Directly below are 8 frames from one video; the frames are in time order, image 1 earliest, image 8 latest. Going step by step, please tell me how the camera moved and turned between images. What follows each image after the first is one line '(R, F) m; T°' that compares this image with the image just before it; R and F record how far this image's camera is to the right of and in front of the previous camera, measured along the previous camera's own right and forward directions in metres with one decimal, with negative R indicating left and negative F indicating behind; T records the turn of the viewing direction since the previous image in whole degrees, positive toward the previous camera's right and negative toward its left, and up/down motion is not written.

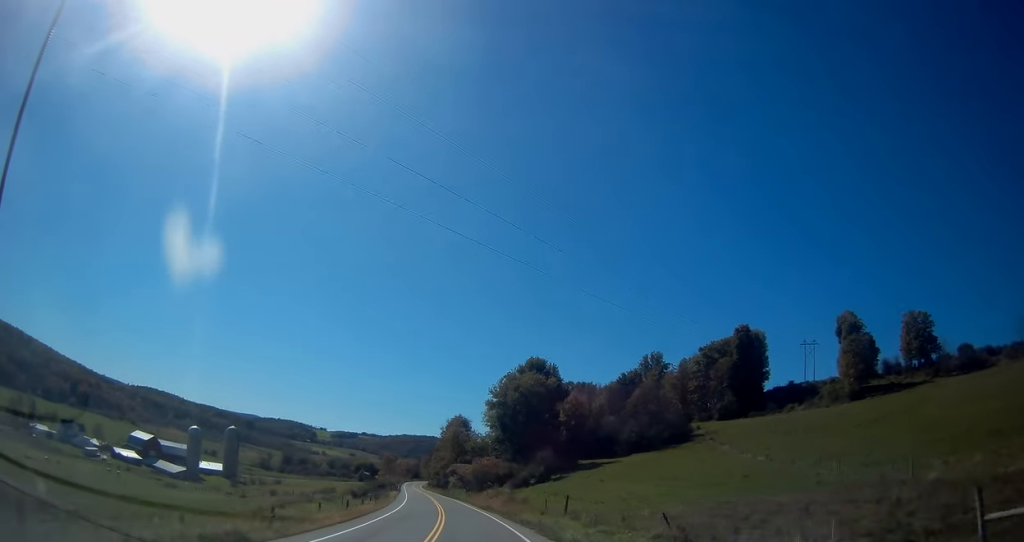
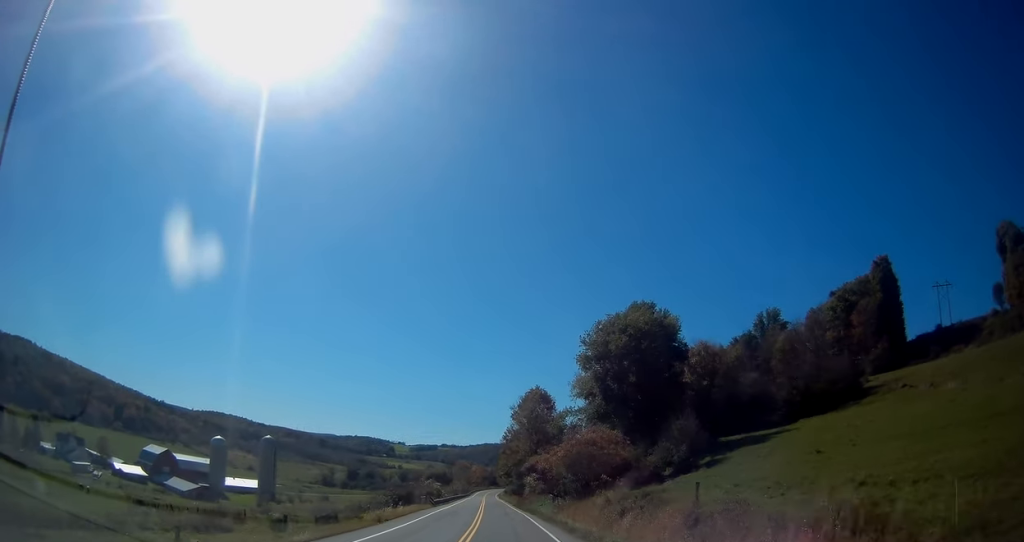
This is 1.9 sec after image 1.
(-2.9, +43.8) m; -8°
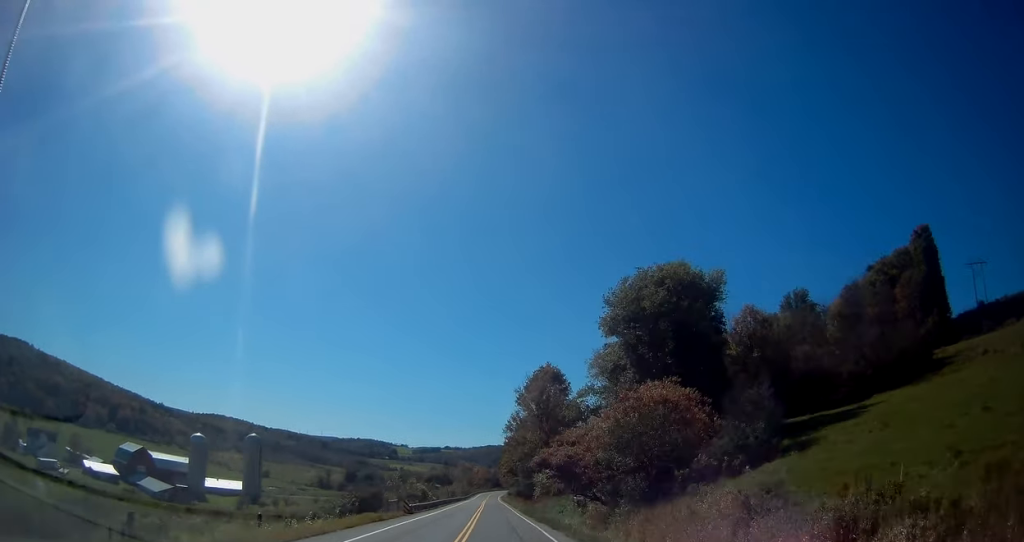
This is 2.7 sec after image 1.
(0.0, +17.8) m; -2°
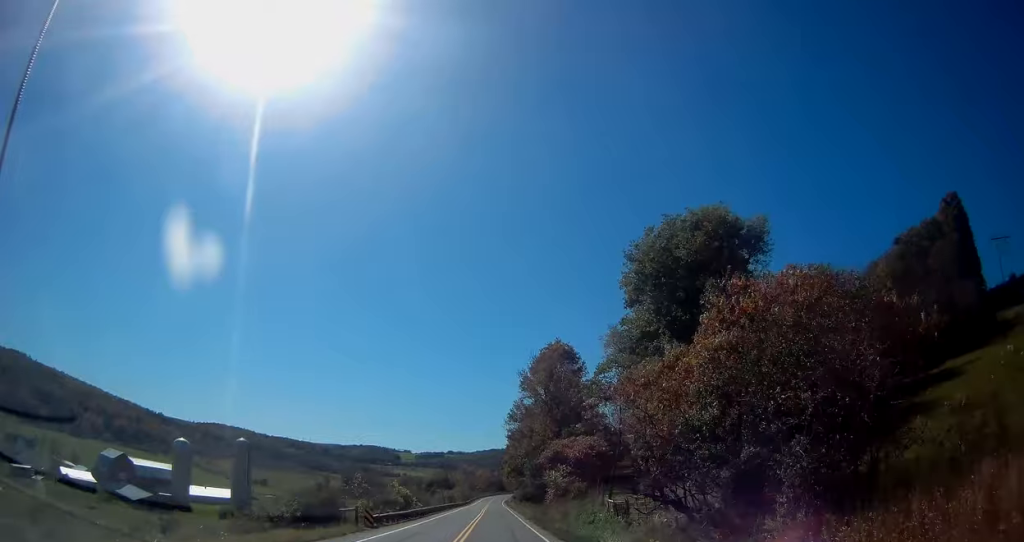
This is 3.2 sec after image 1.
(-0.5, +13.2) m; -2°
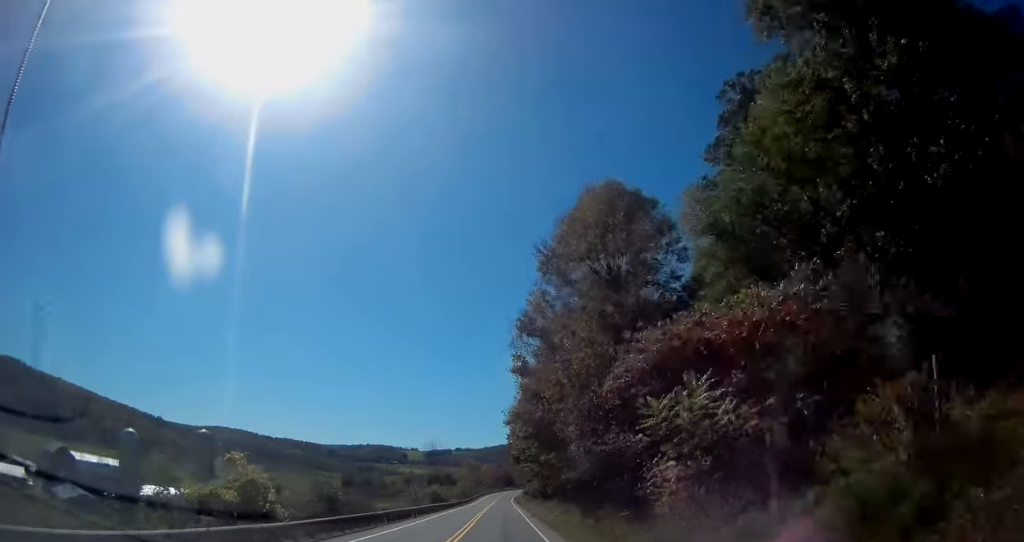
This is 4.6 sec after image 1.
(-0.8, +32.6) m; -1°
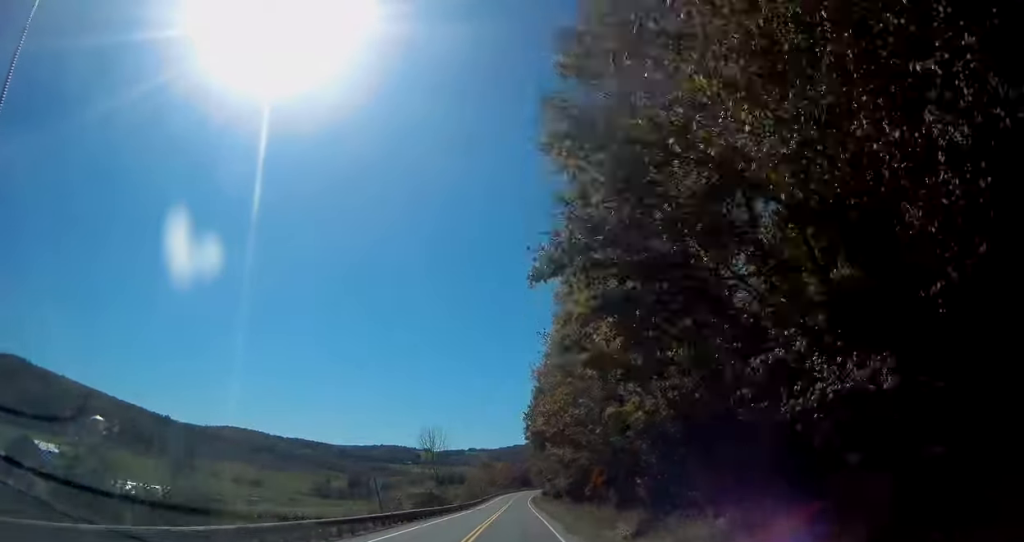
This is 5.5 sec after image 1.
(+0.1, +20.5) m; 0°
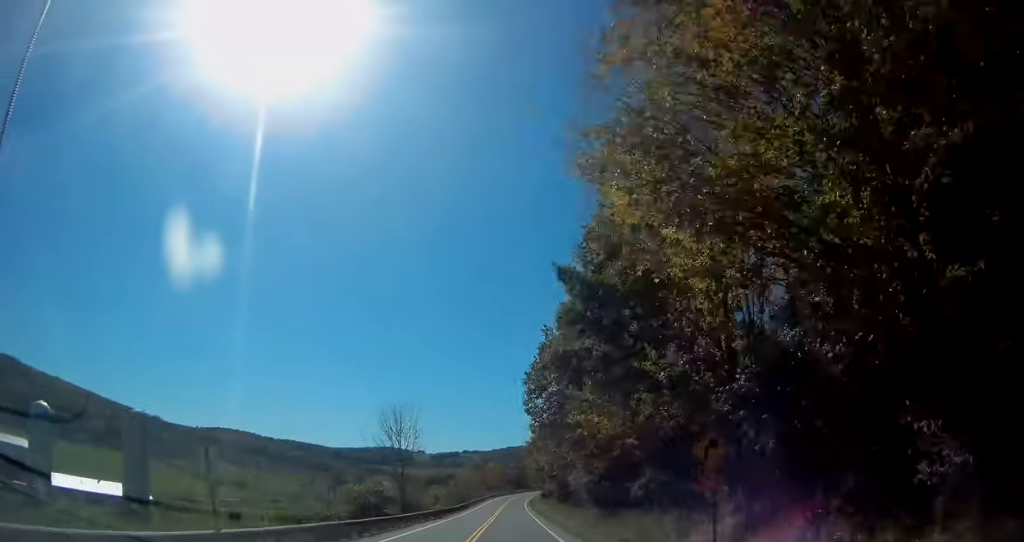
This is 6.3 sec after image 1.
(-0.2, +19.3) m; -1°
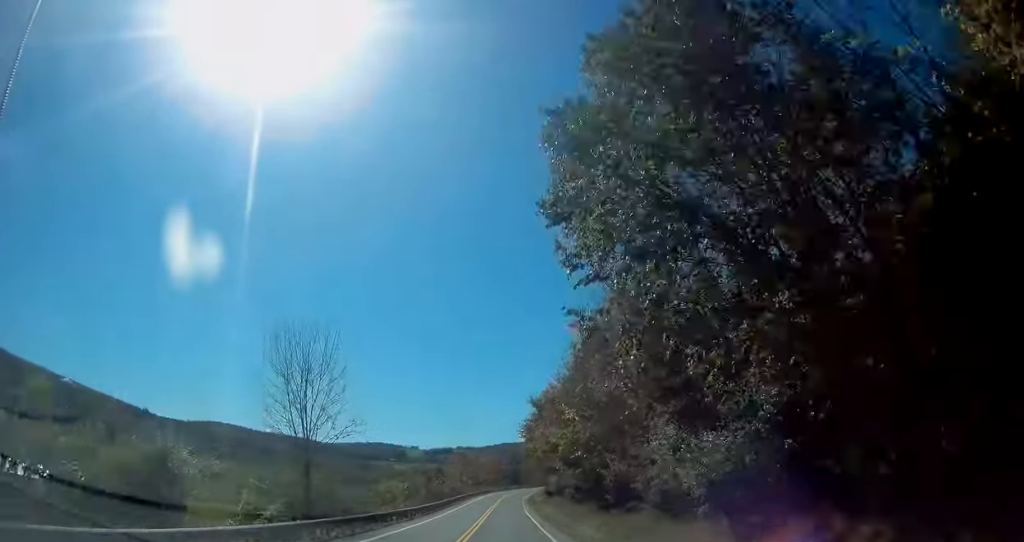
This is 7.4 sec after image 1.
(-0.1, +26.2) m; 0°
